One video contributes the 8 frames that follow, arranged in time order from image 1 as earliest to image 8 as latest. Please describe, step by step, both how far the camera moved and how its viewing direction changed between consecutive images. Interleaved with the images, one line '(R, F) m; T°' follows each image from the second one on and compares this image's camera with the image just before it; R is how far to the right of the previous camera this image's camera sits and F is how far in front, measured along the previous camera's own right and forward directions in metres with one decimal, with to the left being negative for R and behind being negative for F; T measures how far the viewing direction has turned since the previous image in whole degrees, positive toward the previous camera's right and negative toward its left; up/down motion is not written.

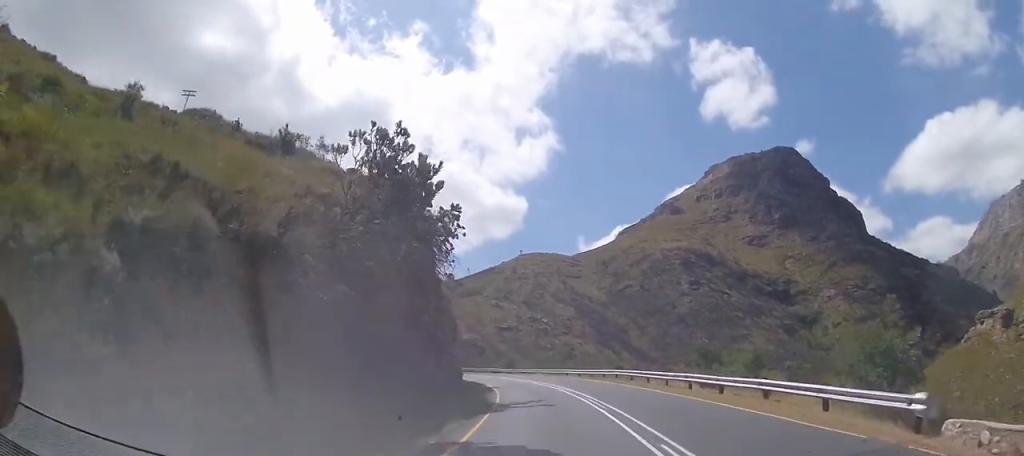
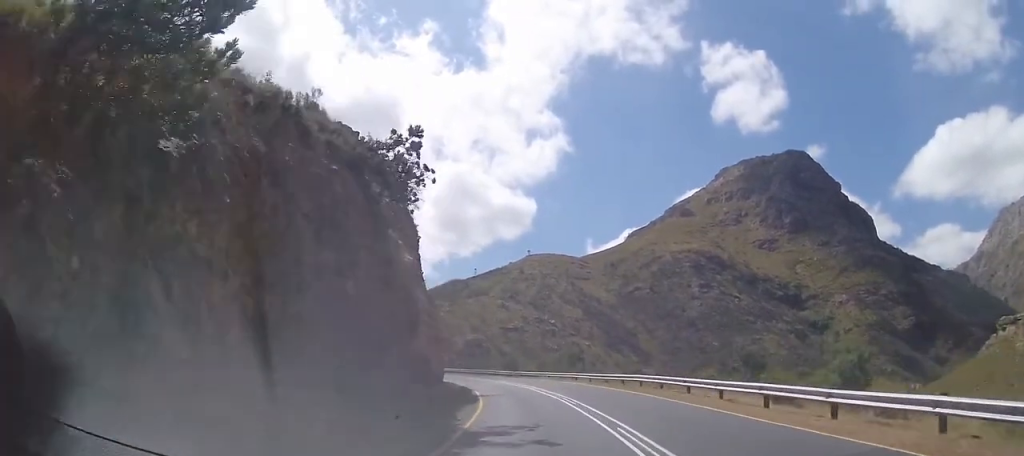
(+0.1, +8.9) m; -1°
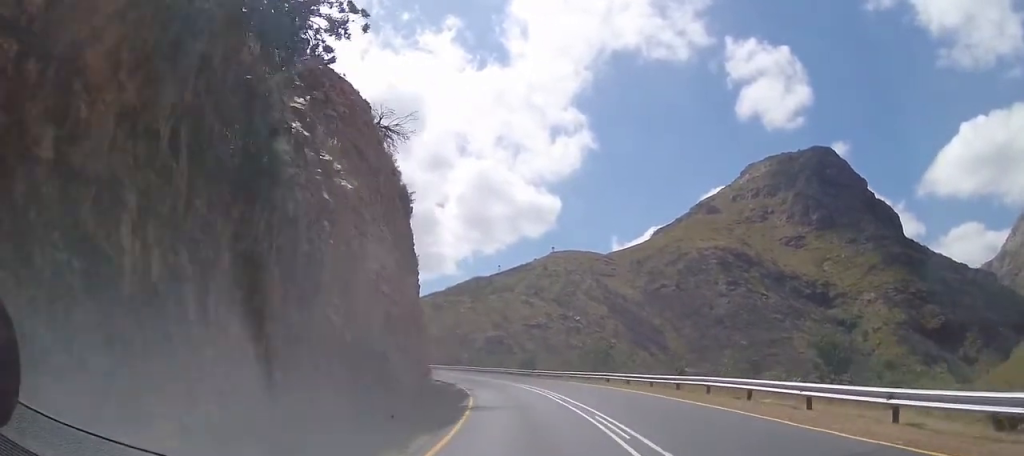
(-0.1, +9.8) m; -2°
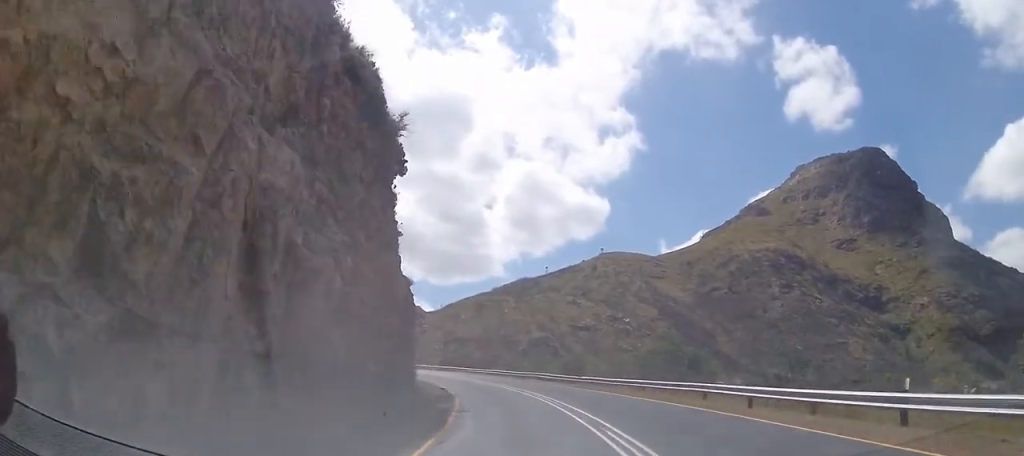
(-0.6, +14.5) m; -5°
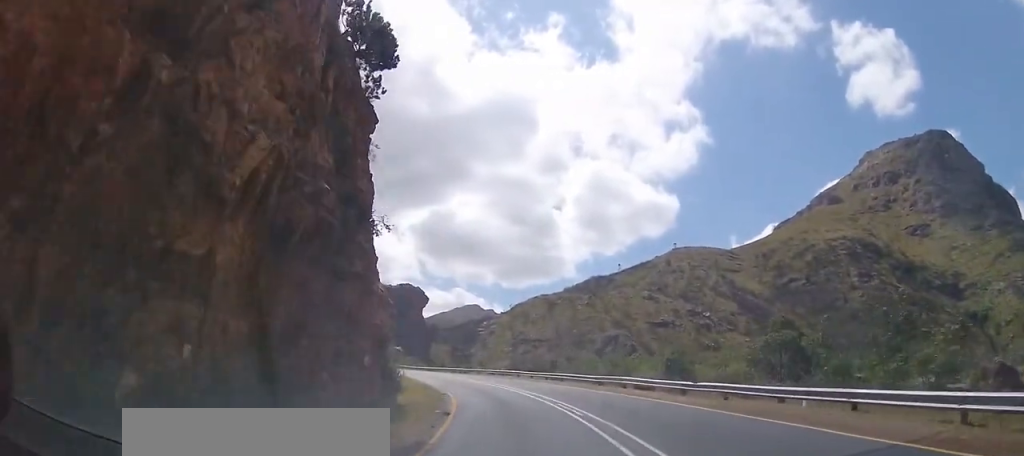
(-1.0, +16.3) m; -7°
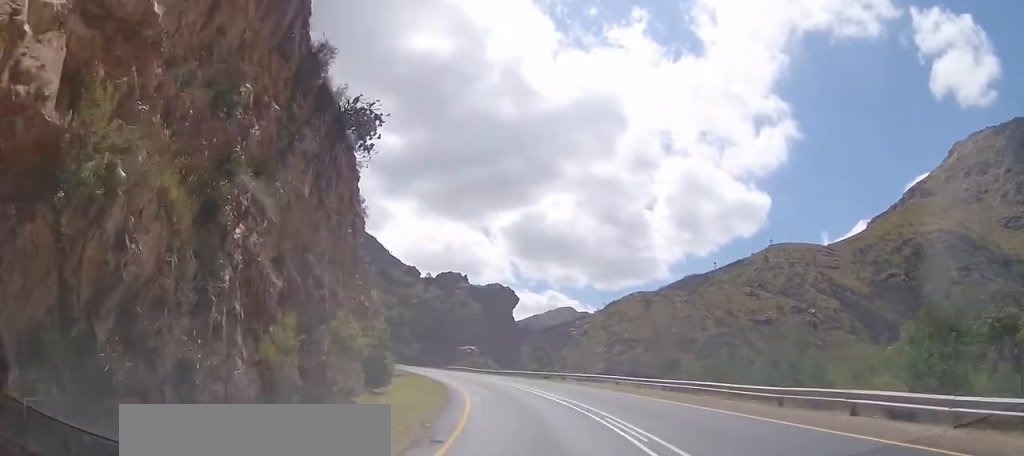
(-1.1, +17.5) m; -8°
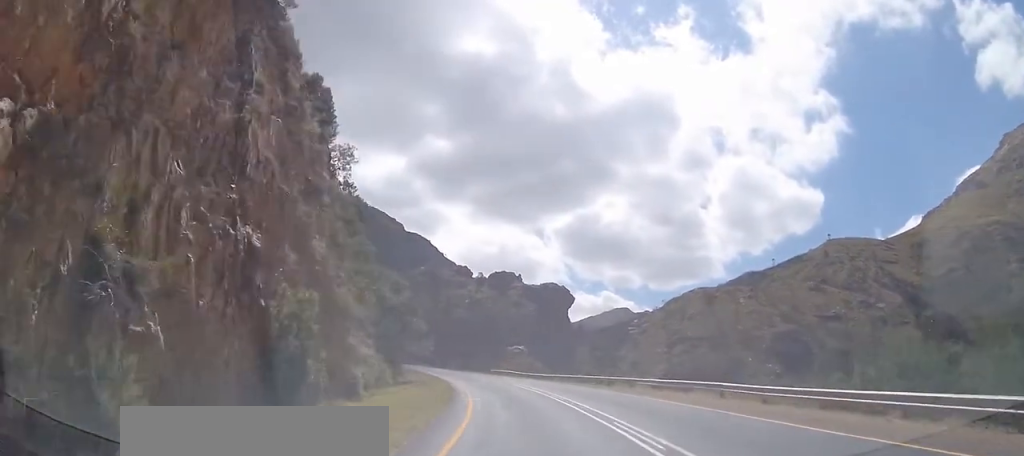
(-0.8, +12.4) m; -5°
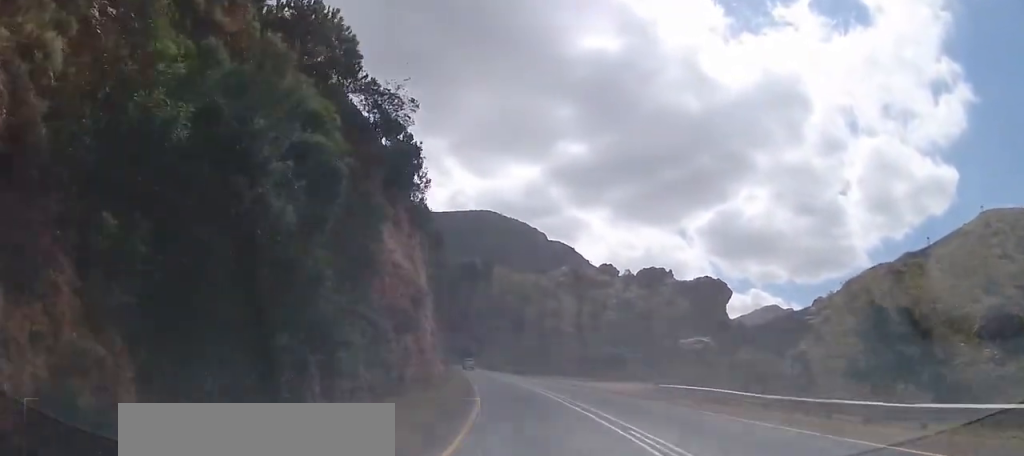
(-5.4, +36.3) m; -18°
